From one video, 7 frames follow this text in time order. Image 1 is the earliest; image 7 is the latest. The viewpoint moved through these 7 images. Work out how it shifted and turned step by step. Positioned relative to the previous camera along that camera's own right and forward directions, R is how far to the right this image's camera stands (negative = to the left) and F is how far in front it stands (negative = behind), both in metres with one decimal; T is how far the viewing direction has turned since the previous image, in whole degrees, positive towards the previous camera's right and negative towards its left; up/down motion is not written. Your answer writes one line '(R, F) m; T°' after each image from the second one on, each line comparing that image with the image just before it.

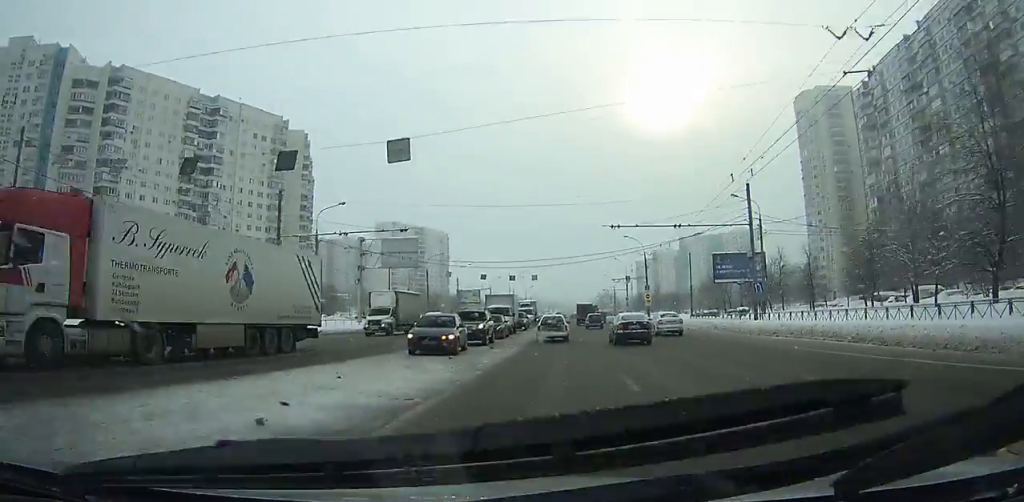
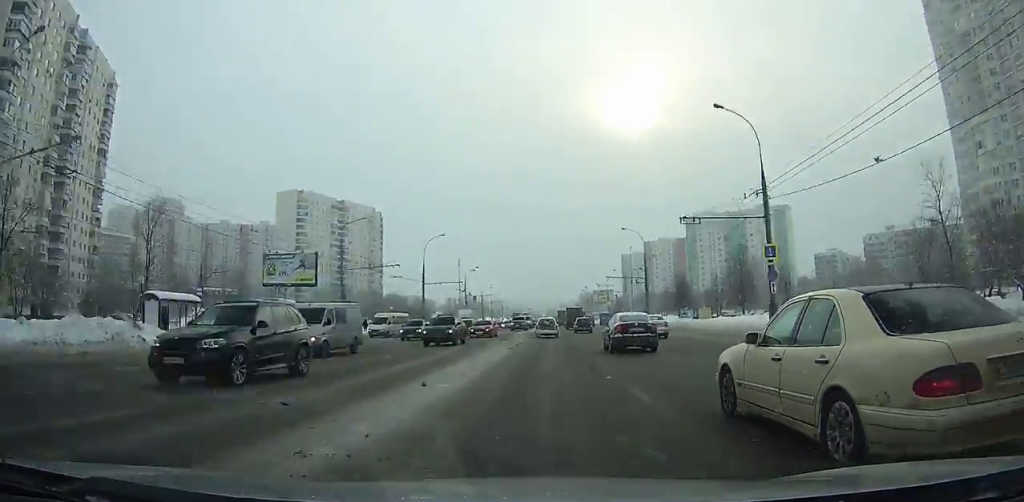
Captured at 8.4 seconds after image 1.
(-0.2, +95.5) m; 0°
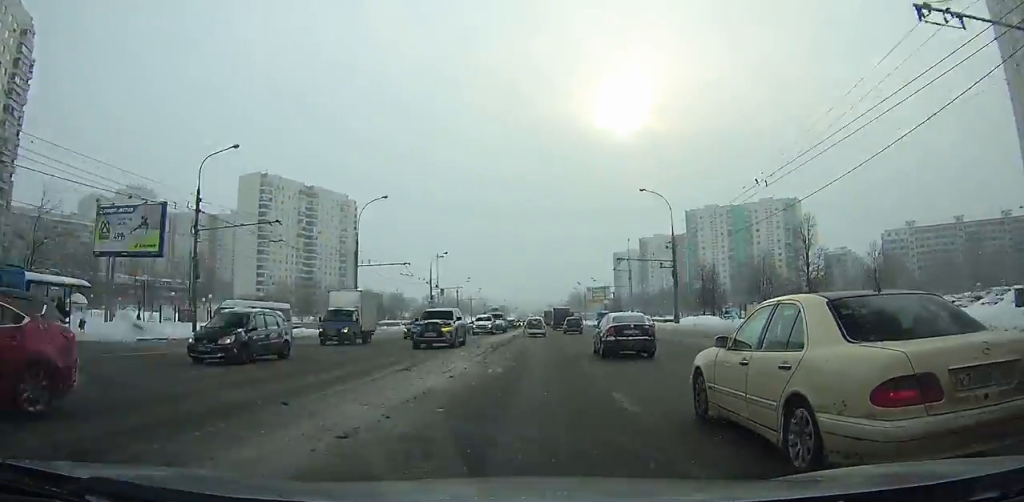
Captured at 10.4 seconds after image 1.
(+0.1, +25.0) m; 0°
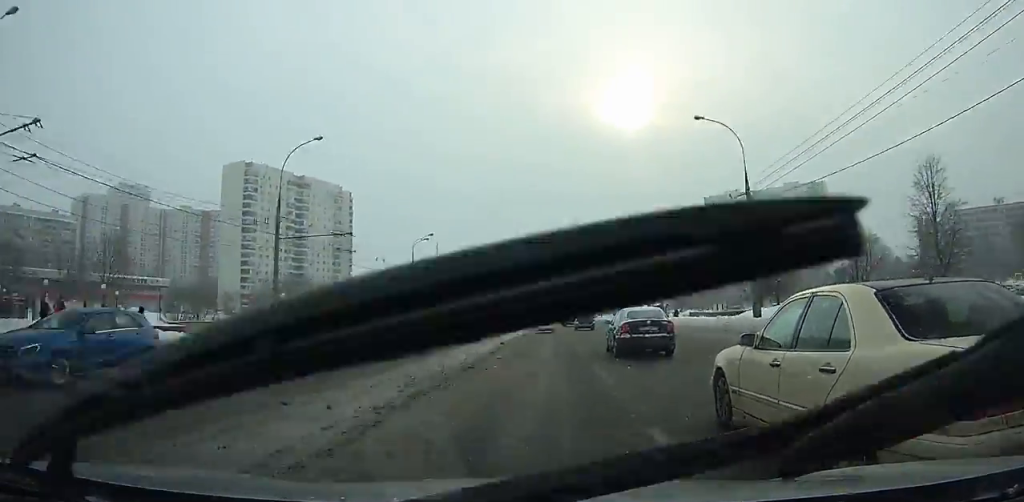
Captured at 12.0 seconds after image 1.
(0.0, +20.3) m; 0°
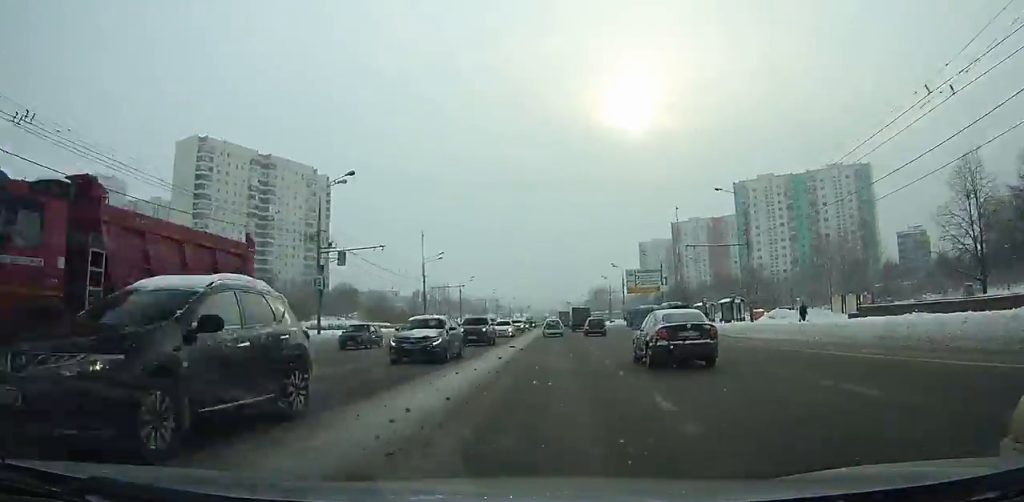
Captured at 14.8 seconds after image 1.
(+0.1, +36.1) m; +1°
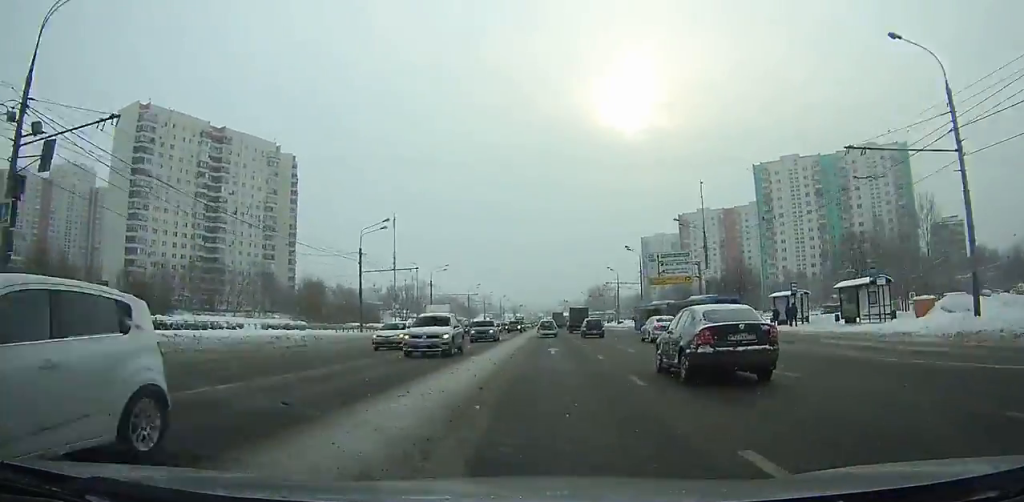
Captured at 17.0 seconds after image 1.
(+0.1, +28.9) m; 0°
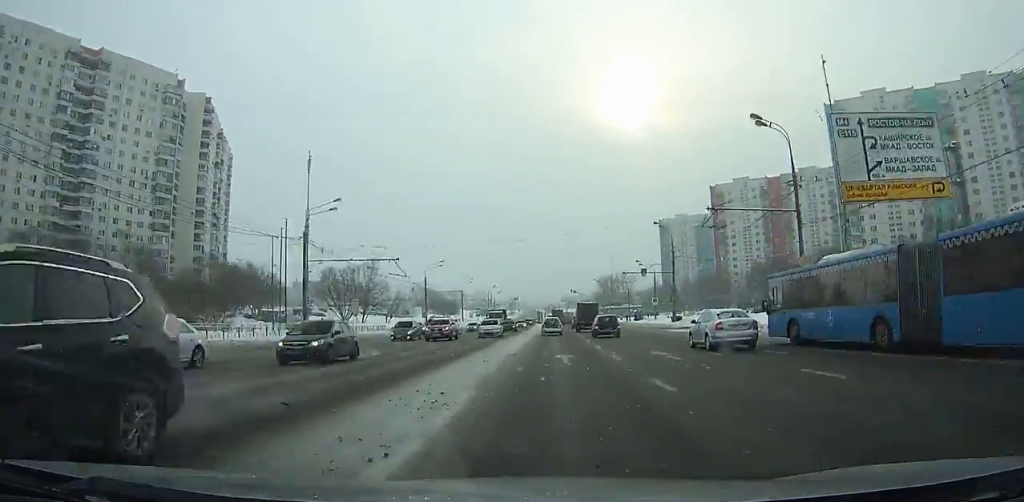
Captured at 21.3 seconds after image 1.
(0.0, +57.5) m; 0°
